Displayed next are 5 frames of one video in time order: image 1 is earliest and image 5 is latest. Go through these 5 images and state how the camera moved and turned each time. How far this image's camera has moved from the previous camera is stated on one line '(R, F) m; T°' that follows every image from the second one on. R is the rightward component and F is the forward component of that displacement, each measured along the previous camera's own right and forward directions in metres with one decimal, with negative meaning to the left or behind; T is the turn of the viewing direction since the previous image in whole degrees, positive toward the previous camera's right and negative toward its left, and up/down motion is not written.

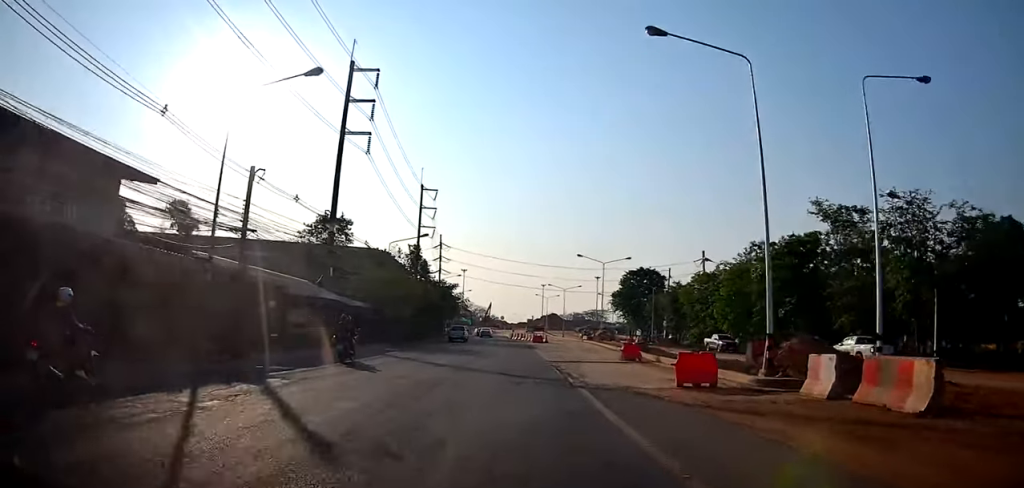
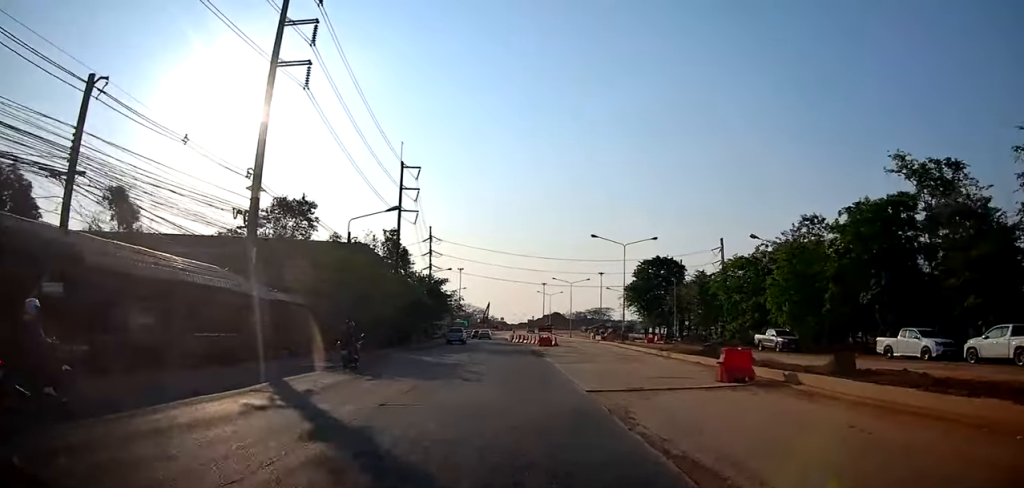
(-0.1, +12.2) m; -1°
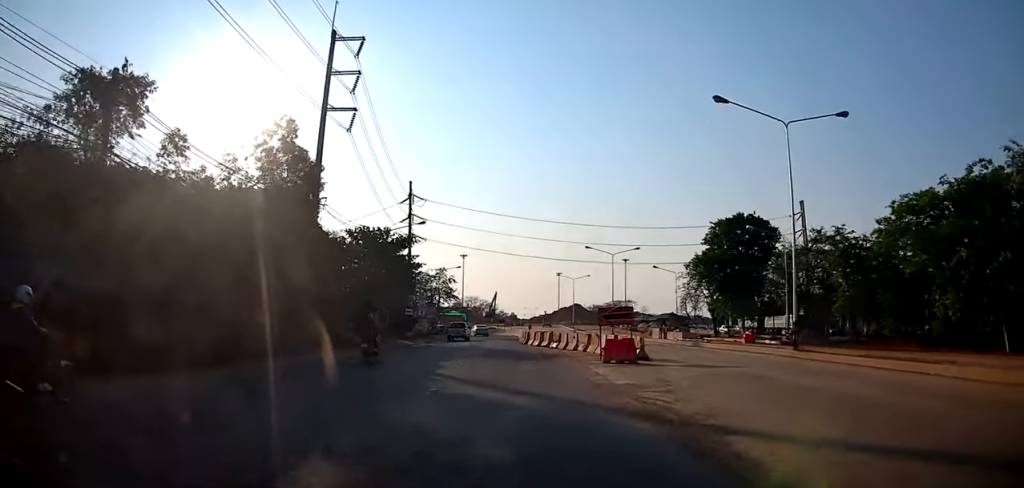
(-0.8, +29.3) m; -3°
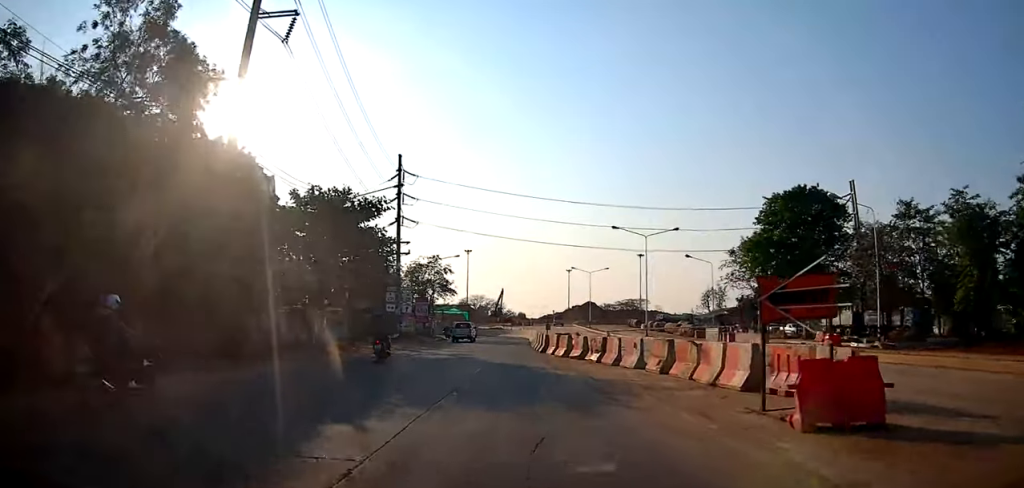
(+0.1, +11.9) m; 0°
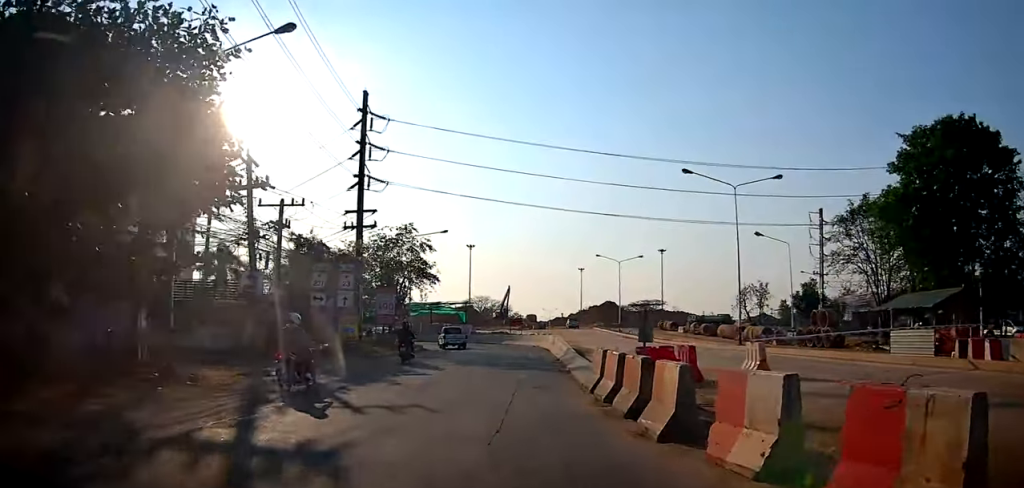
(+0.2, +19.0) m; +1°
